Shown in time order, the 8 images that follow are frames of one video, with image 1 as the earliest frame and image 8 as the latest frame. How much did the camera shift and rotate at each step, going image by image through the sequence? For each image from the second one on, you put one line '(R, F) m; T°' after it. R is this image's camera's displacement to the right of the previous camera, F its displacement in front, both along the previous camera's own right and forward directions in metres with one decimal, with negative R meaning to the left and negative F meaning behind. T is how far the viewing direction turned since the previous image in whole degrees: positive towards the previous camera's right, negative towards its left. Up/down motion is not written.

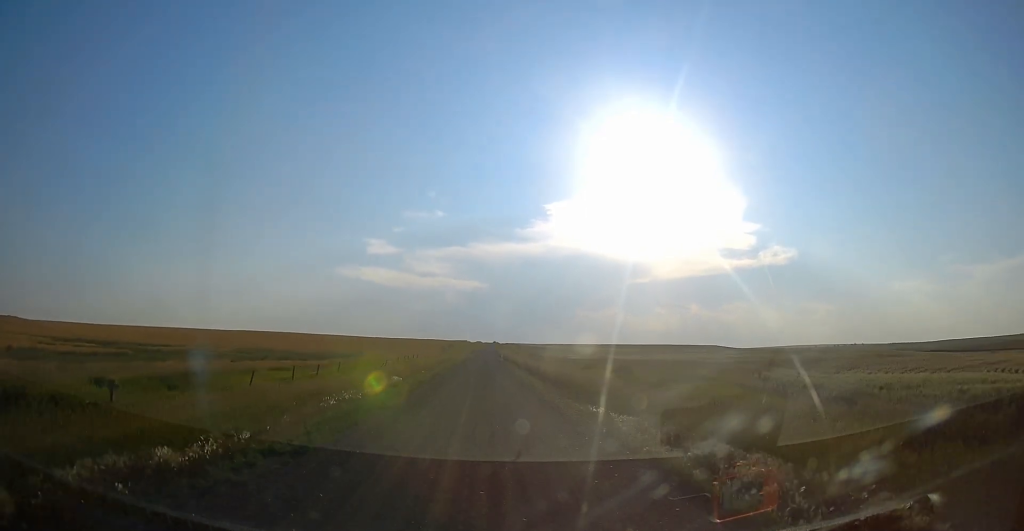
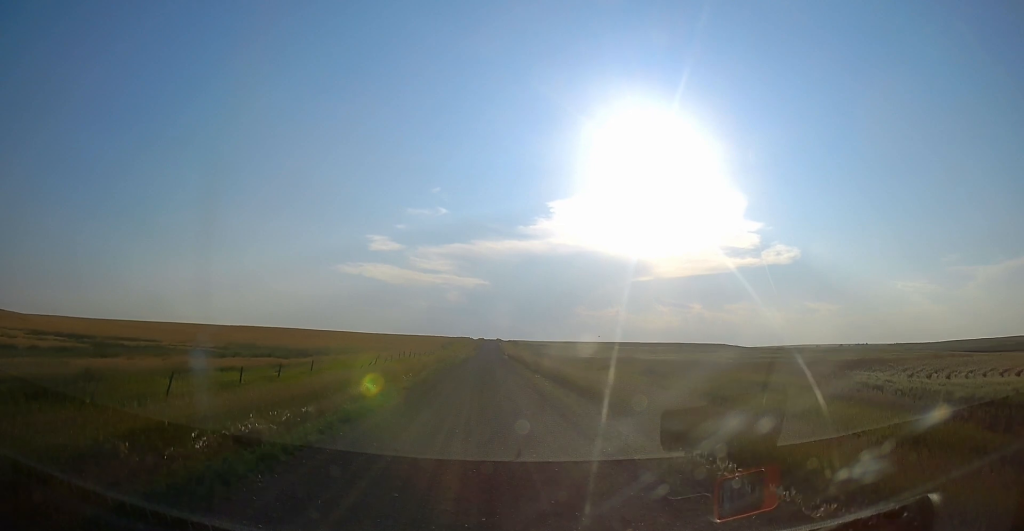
(0.0, +7.8) m; 0°
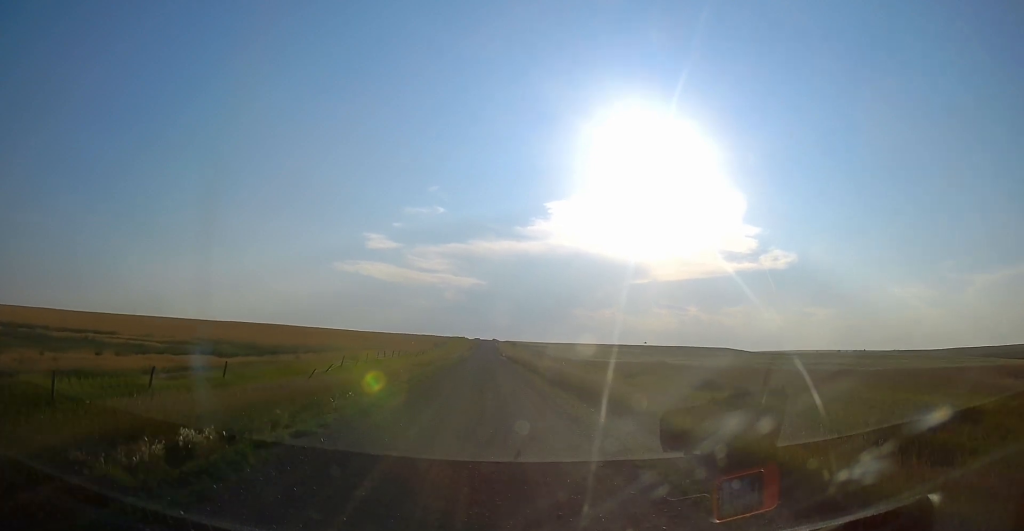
(0.0, +12.1) m; 0°
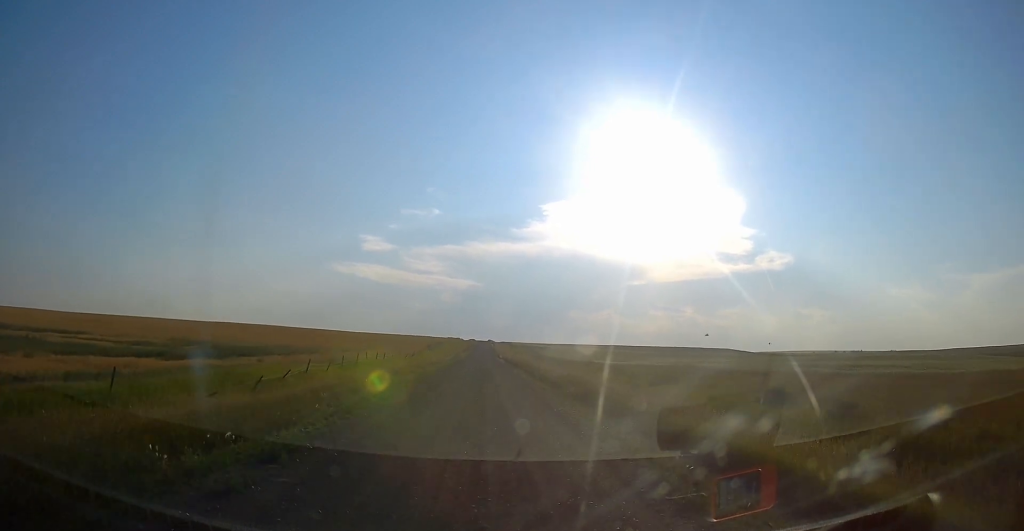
(0.0, +7.9) m; 0°
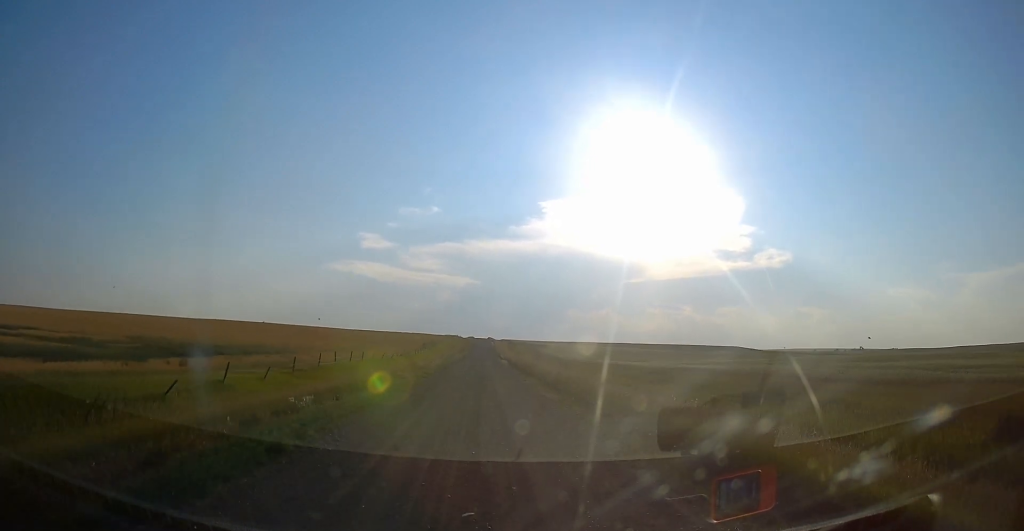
(0.0, +12.2) m; 0°
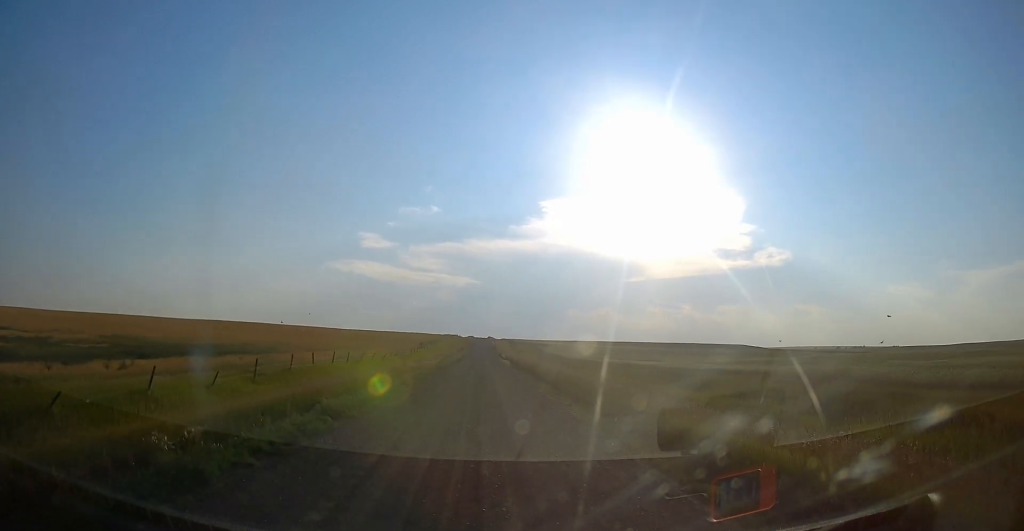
(0.0, +6.1) m; 0°
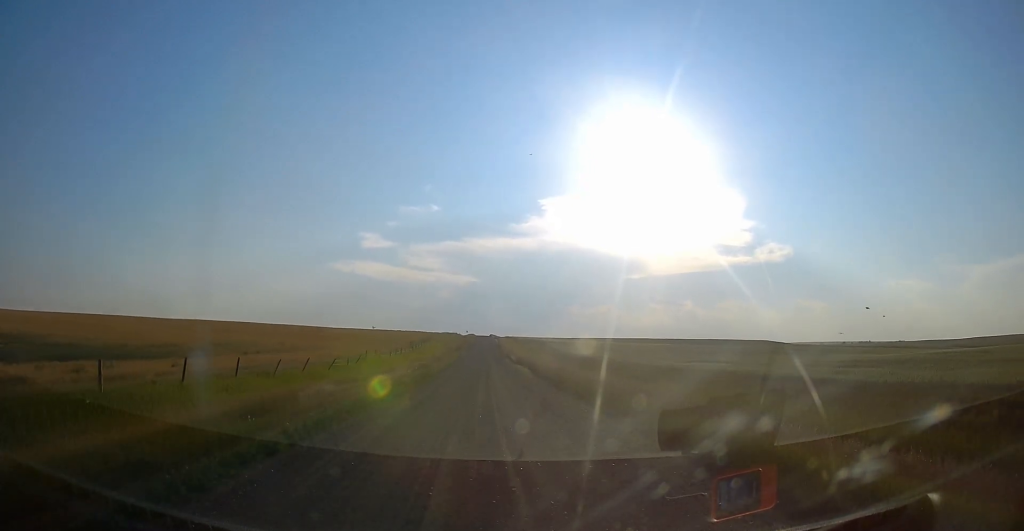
(0.0, +23.6) m; 0°
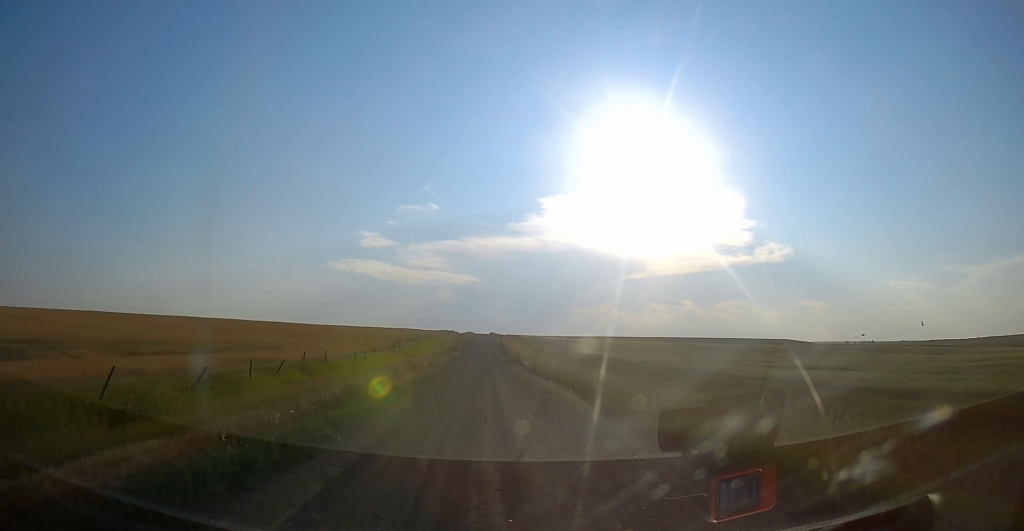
(0.0, +20.6) m; 0°
